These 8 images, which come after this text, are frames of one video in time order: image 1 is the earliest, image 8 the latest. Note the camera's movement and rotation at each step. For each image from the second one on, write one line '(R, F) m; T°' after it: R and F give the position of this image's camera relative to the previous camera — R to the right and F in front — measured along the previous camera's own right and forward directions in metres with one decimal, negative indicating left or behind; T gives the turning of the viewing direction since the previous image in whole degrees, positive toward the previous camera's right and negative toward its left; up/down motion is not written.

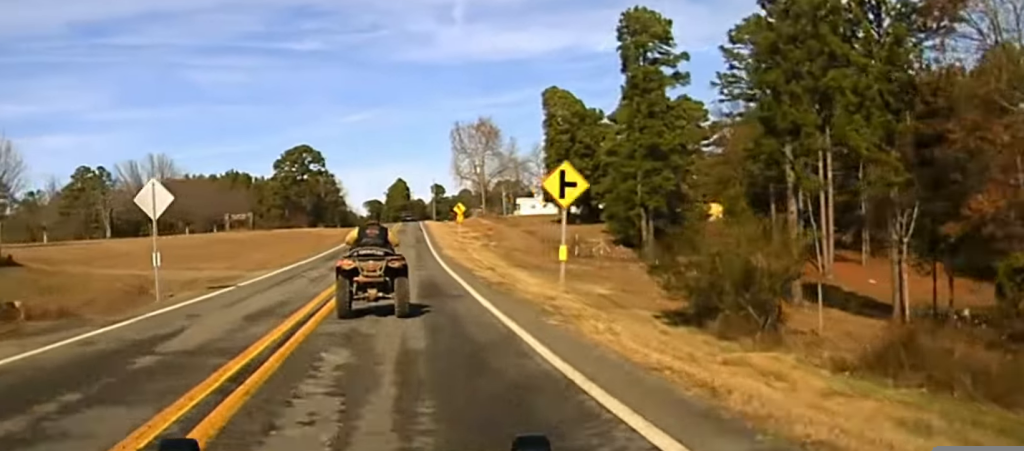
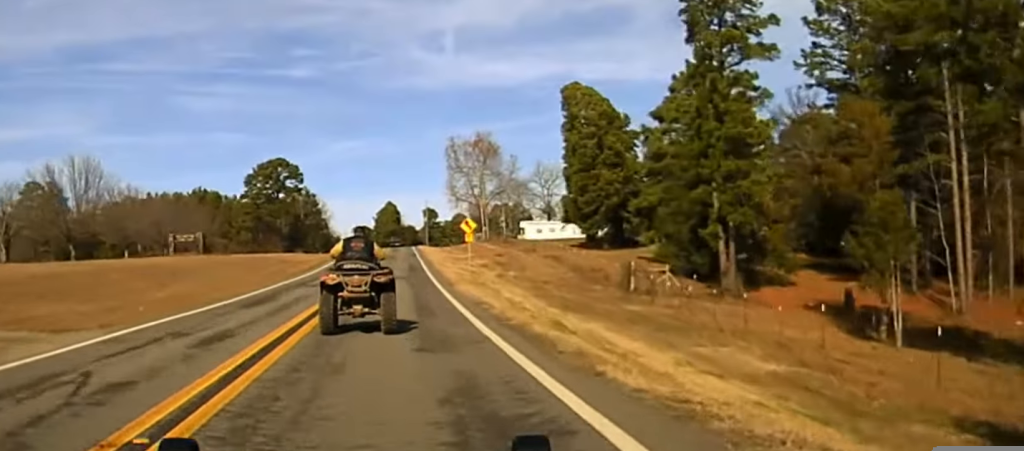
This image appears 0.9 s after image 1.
(+0.2, +22.7) m; +1°
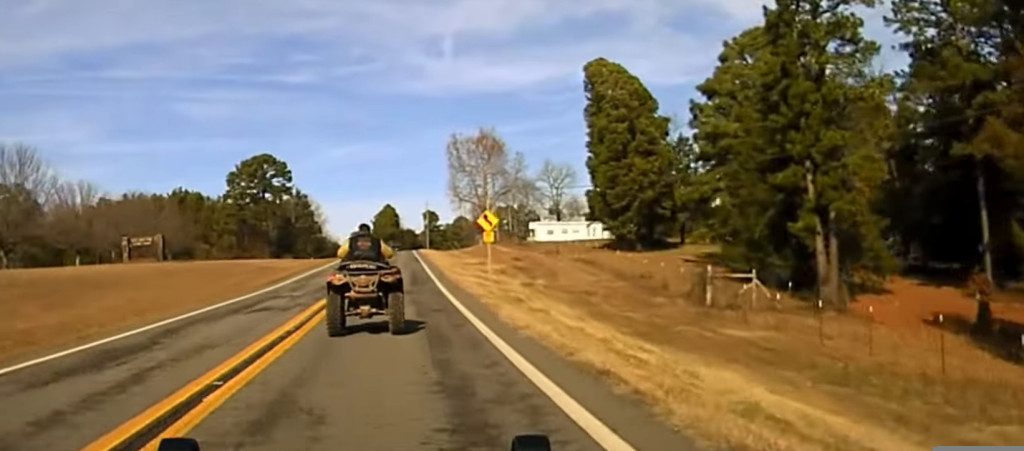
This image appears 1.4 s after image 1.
(+0.1, +13.4) m; 0°
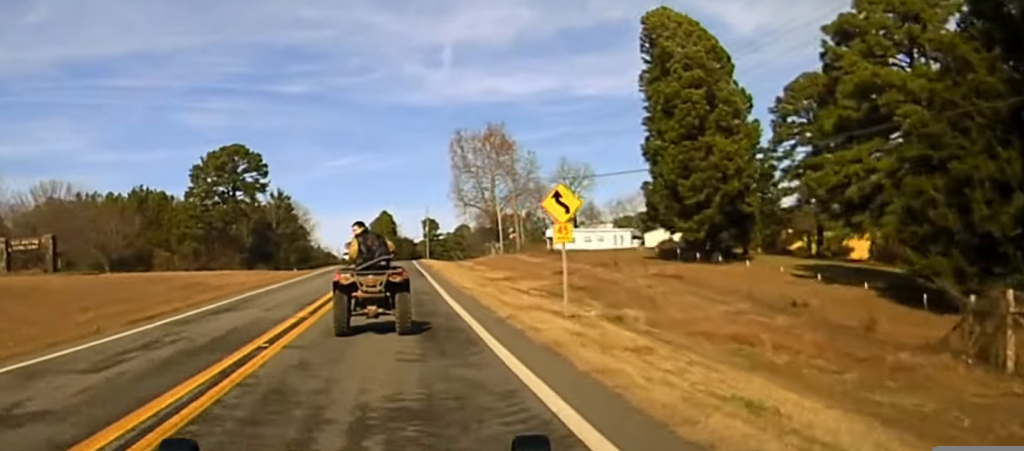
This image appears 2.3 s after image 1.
(0.0, +22.0) m; 0°
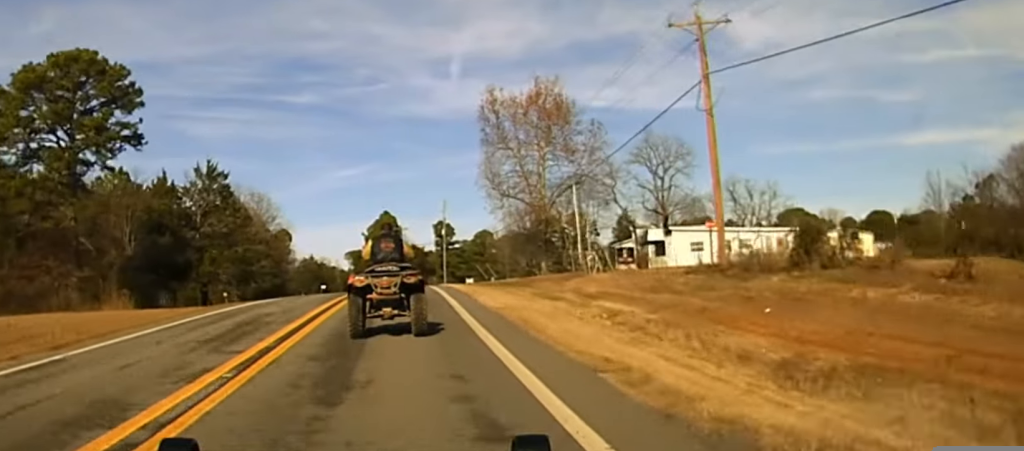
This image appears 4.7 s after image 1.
(+0.7, +50.1) m; +1°
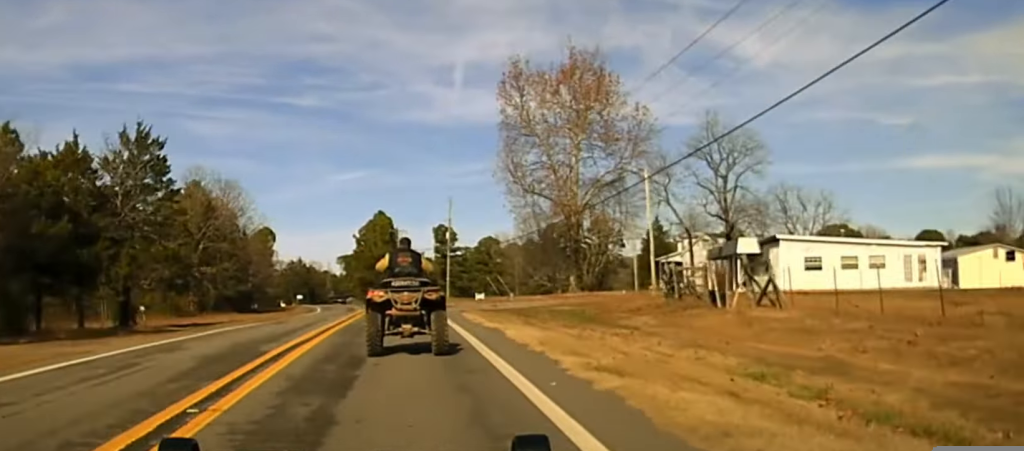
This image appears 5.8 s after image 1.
(-0.2, +24.3) m; -1°
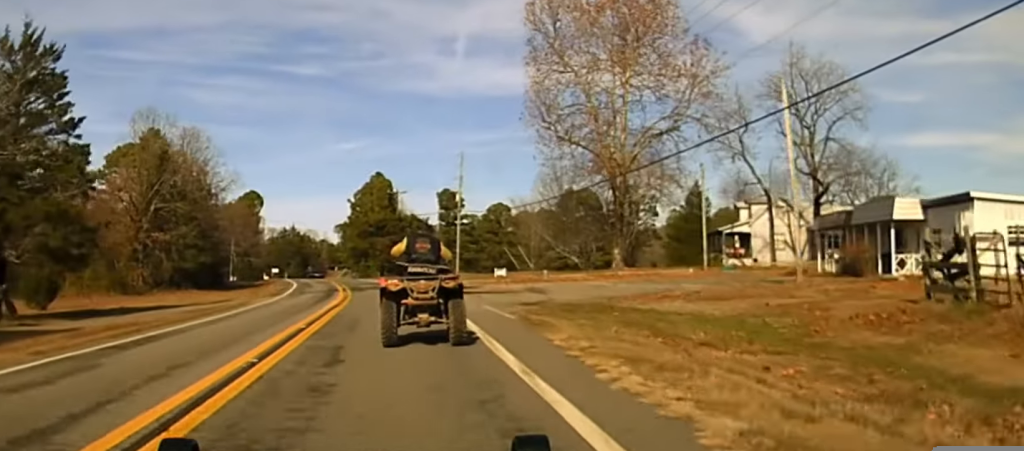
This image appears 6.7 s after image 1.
(-0.1, +22.3) m; 0°
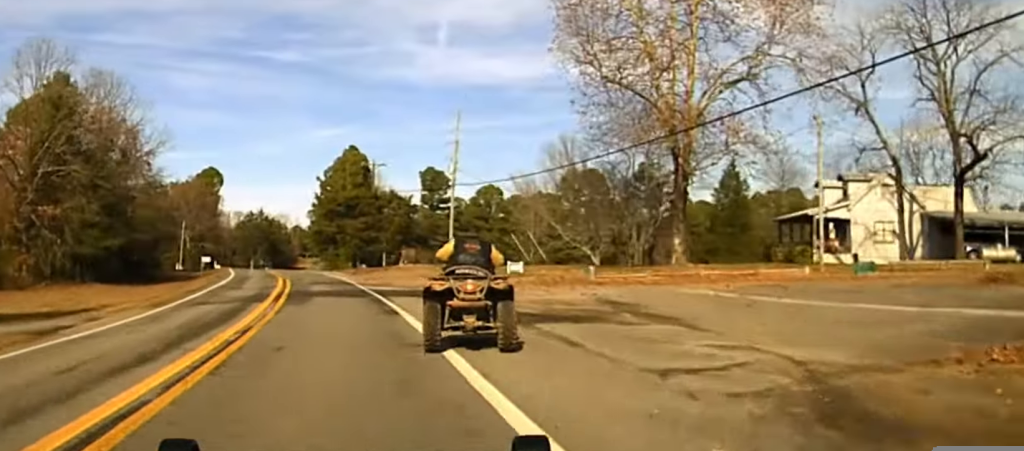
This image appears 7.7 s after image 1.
(+0.2, +27.1) m; +1°
